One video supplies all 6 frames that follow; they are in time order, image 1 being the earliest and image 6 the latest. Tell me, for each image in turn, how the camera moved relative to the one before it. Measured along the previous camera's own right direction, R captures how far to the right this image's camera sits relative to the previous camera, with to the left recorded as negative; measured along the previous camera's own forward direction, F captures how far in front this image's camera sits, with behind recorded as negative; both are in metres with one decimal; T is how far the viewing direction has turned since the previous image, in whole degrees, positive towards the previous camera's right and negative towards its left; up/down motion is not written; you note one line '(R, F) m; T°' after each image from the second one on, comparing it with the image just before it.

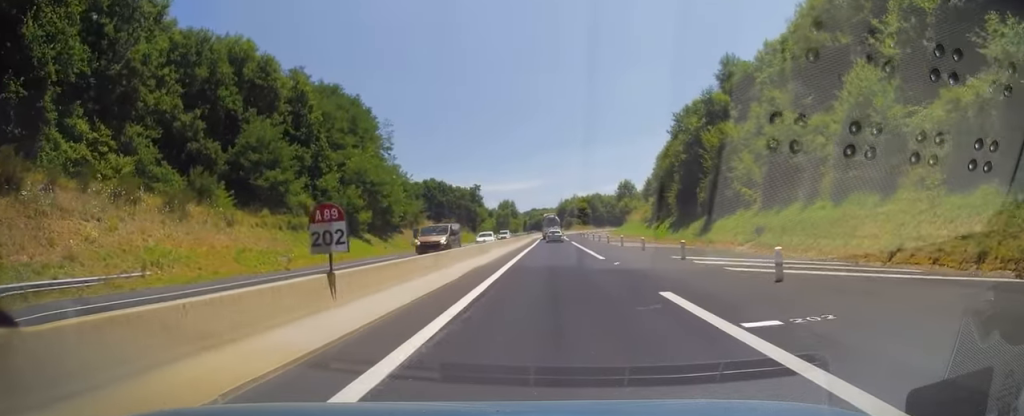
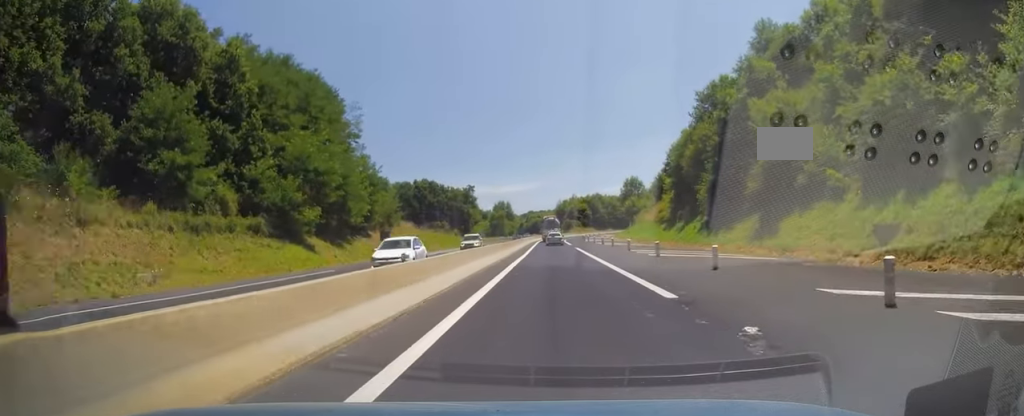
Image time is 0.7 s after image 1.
(0.0, +14.8) m; 0°
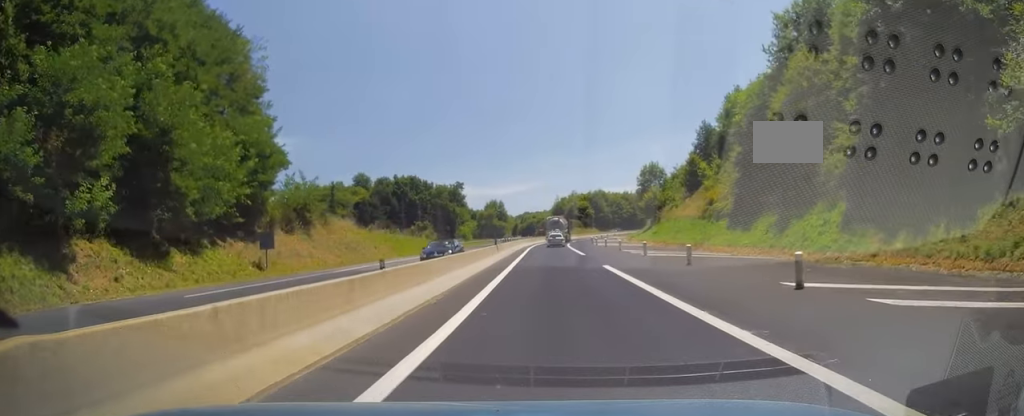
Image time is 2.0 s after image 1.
(+0.3, +27.0) m; +1°
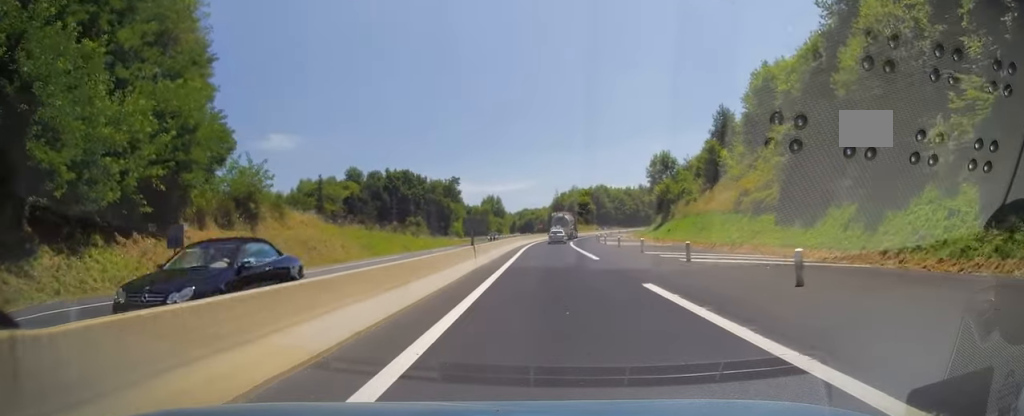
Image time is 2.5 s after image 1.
(0.0, +9.9) m; 0°
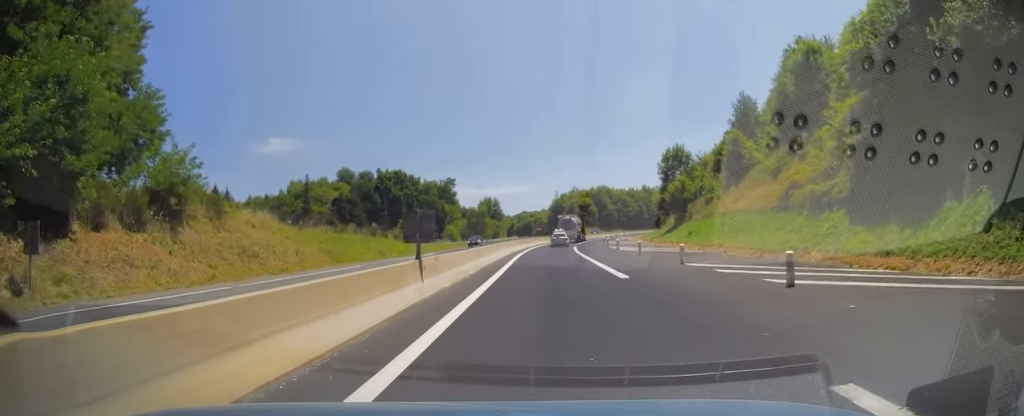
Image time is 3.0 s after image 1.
(0.0, +9.5) m; 0°
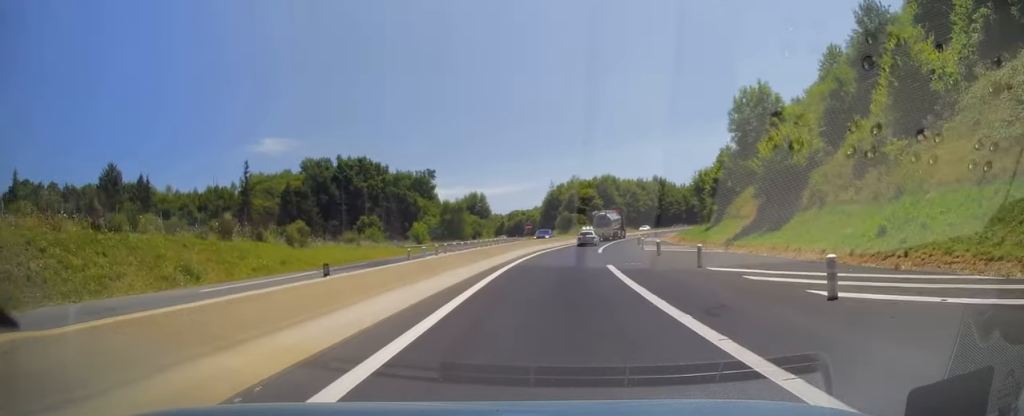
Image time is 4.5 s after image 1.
(+0.1, +32.3) m; 0°
